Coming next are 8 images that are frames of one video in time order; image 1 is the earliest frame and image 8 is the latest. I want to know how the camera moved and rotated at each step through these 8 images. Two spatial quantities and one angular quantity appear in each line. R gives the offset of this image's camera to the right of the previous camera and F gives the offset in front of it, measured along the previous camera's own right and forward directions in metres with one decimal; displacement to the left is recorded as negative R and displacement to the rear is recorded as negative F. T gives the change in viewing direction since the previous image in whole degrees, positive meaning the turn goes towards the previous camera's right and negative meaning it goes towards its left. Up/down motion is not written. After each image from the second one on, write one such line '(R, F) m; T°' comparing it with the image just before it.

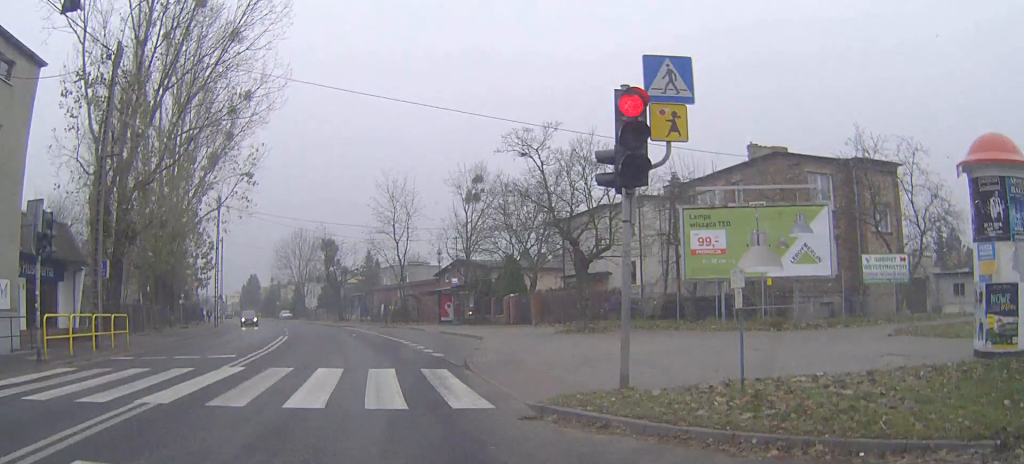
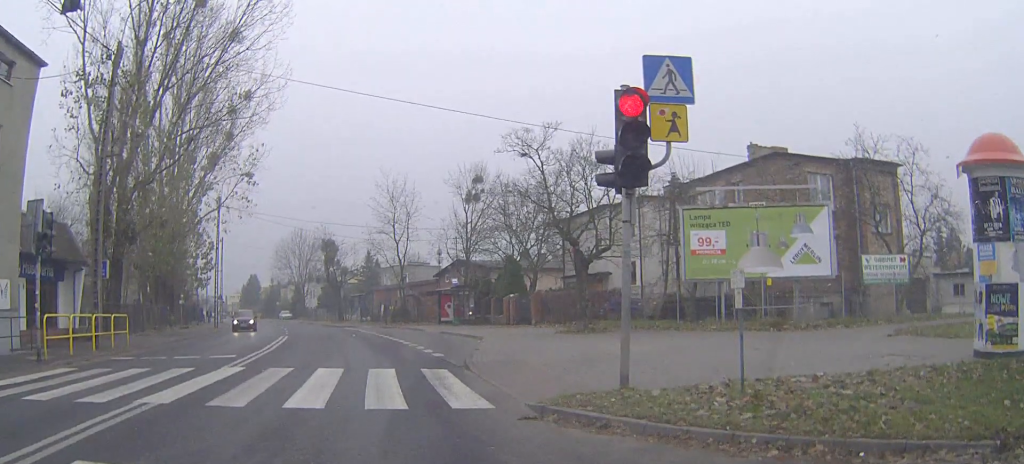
(0.0, 0.0) m; 0°
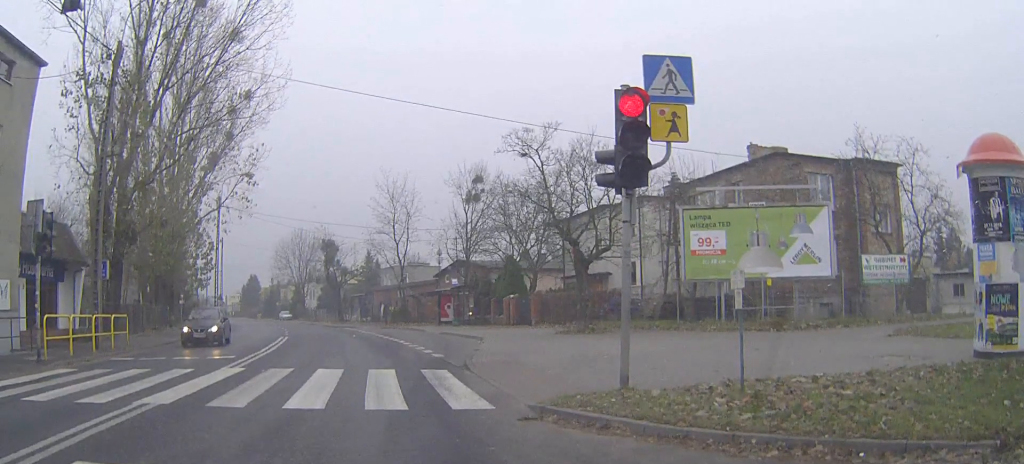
(0.0, 0.0) m; 0°
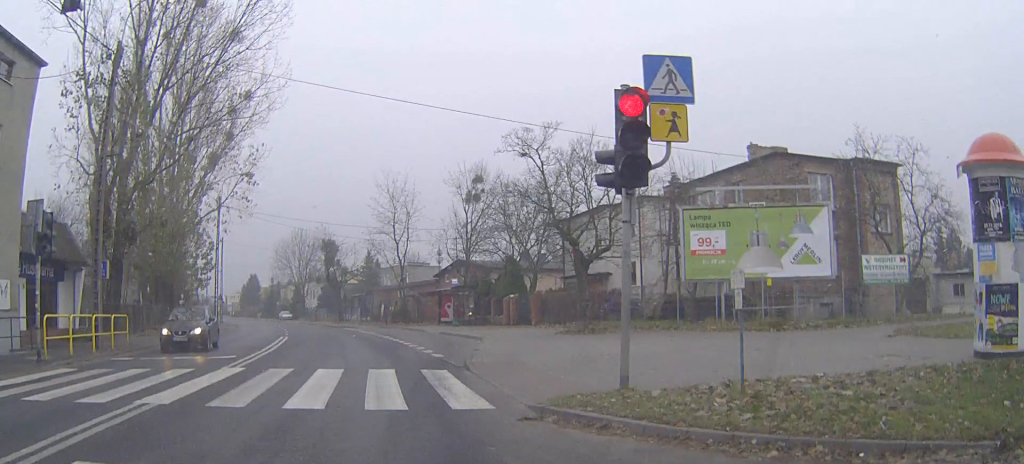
(0.0, 0.0) m; 0°
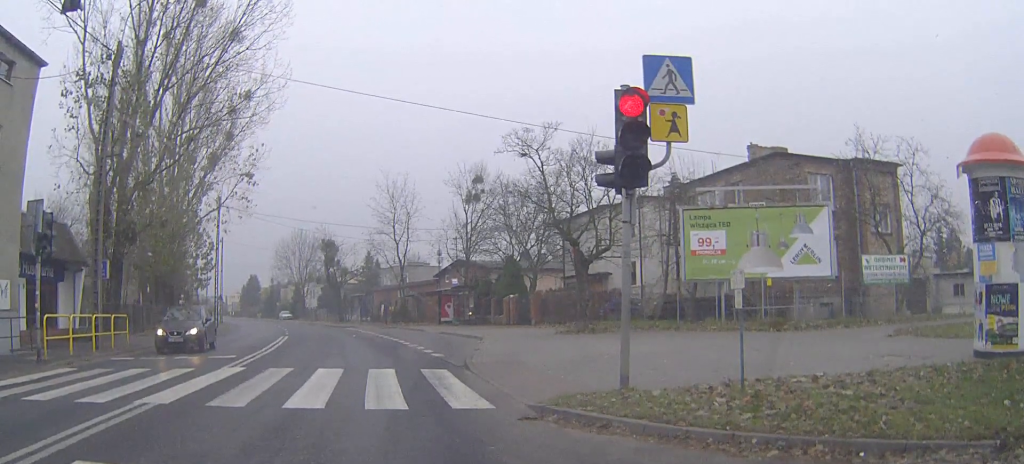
(0.0, 0.0) m; 0°
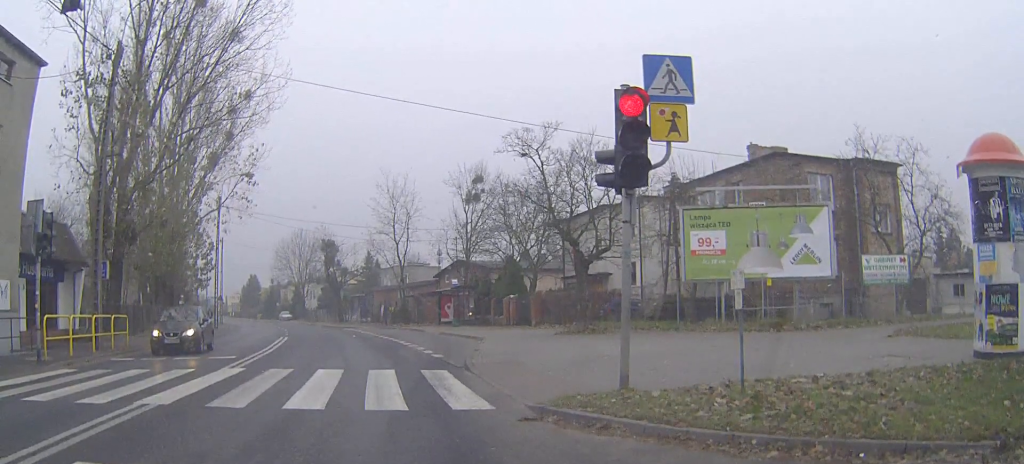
(0.0, 0.0) m; 0°
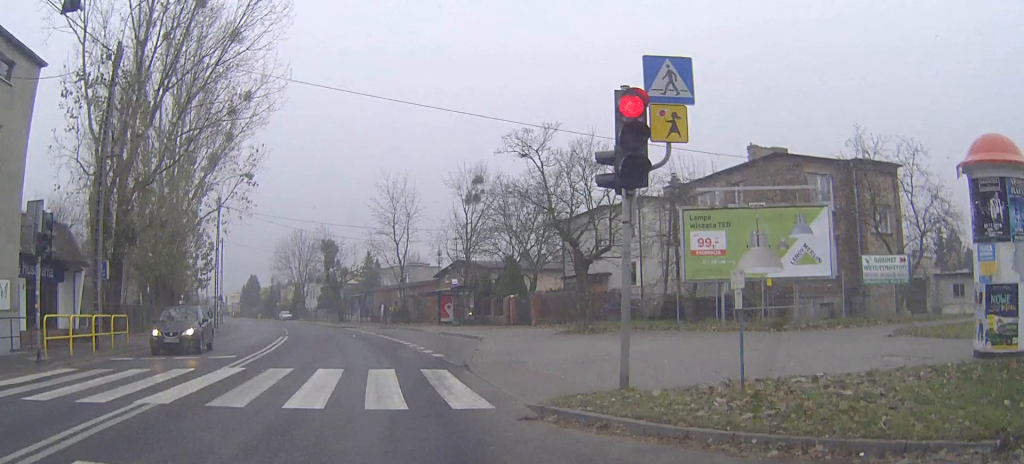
(0.0, 0.0) m; 0°
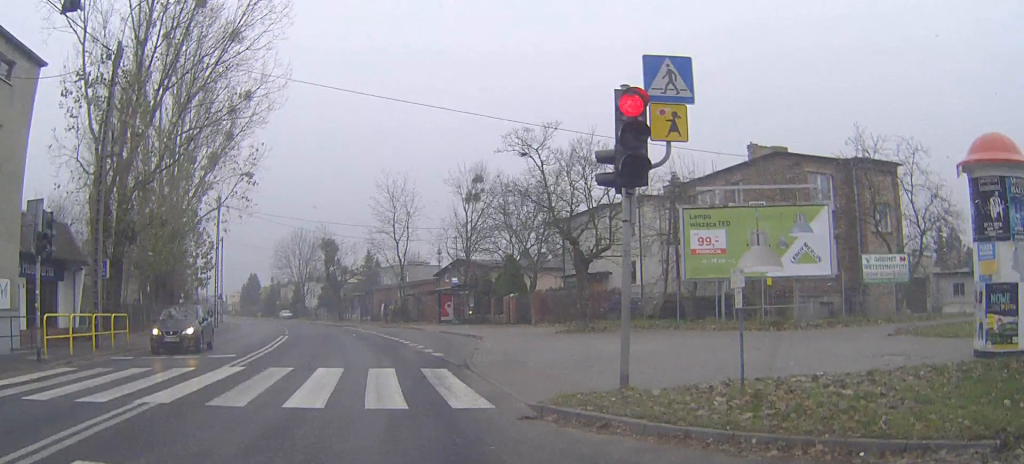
(0.0, 0.0) m; 0°
